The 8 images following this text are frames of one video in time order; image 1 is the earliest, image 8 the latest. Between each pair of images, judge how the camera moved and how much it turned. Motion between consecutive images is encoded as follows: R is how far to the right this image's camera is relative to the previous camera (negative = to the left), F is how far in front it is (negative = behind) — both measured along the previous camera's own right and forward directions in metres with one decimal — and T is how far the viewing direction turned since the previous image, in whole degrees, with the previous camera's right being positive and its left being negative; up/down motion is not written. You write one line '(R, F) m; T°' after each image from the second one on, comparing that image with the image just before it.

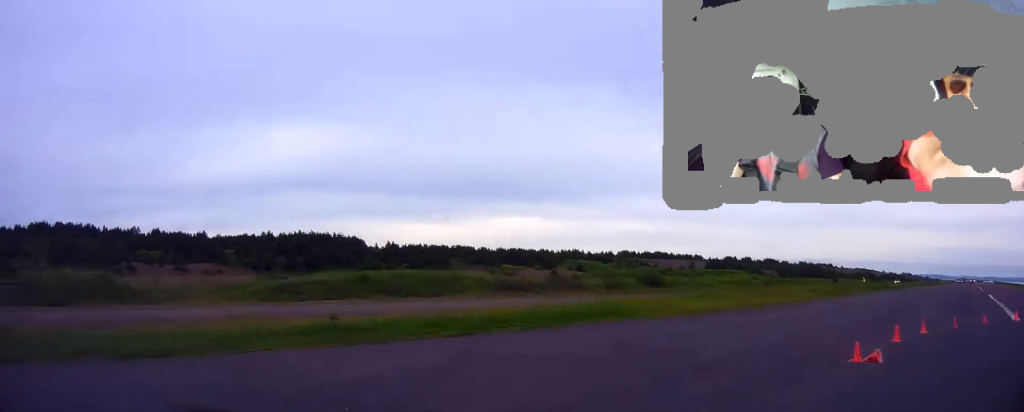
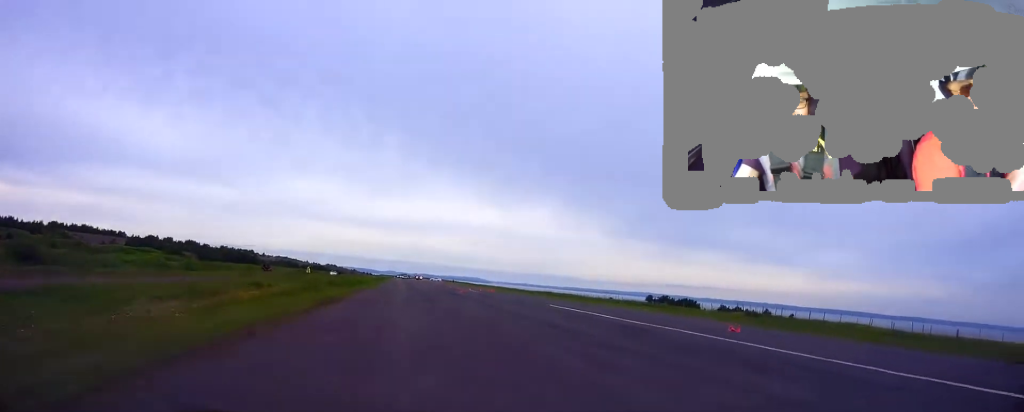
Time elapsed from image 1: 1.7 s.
(+5.4, +18.4) m; +45°
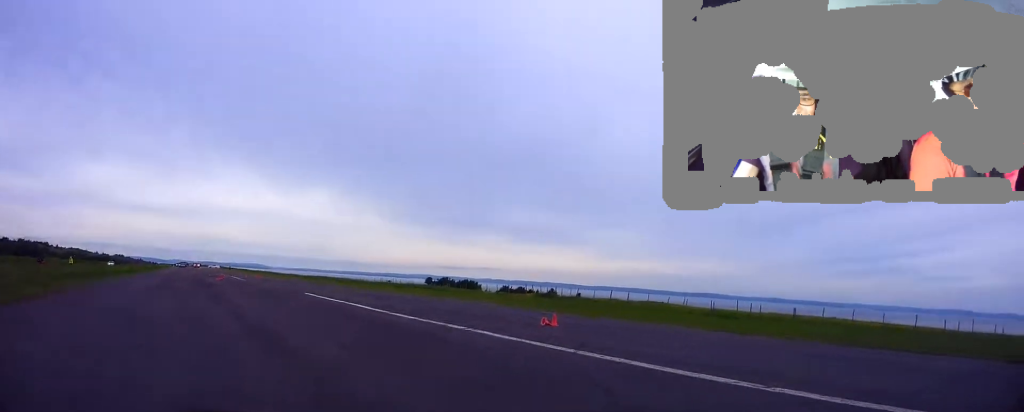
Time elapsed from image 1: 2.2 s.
(+1.0, +6.2) m; +18°
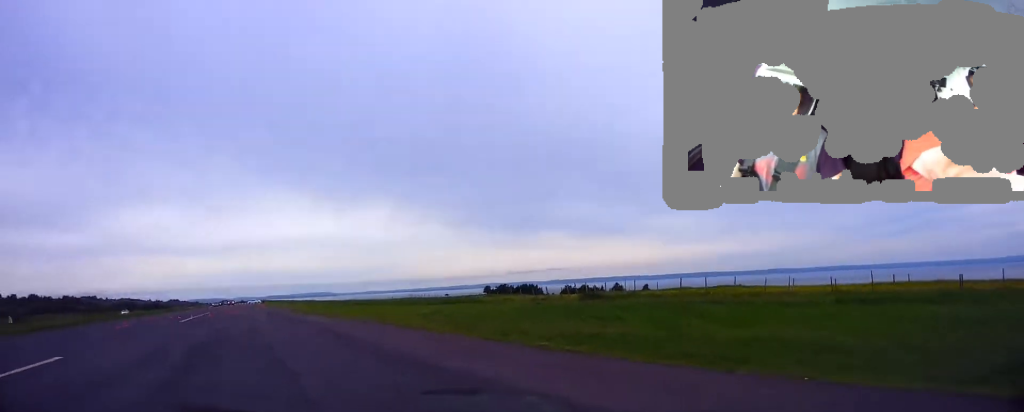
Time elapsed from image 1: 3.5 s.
(+0.7, +15.8) m; -8°
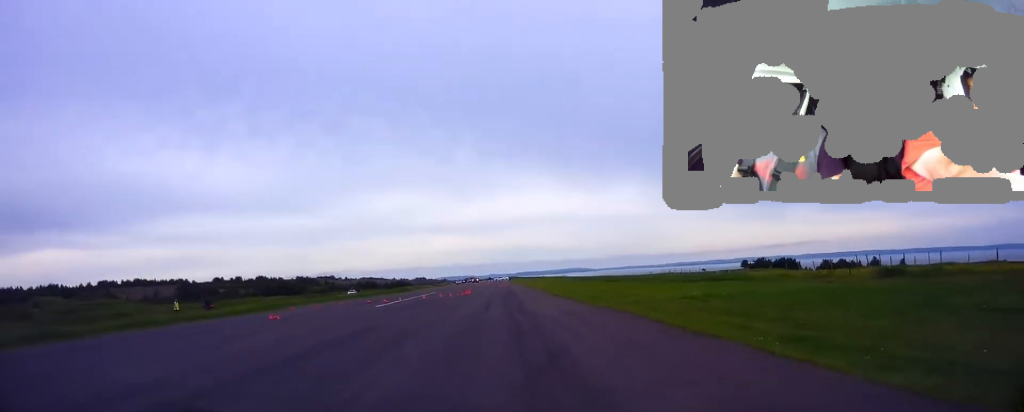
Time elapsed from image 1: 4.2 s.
(-1.3, +8.9) m; -10°
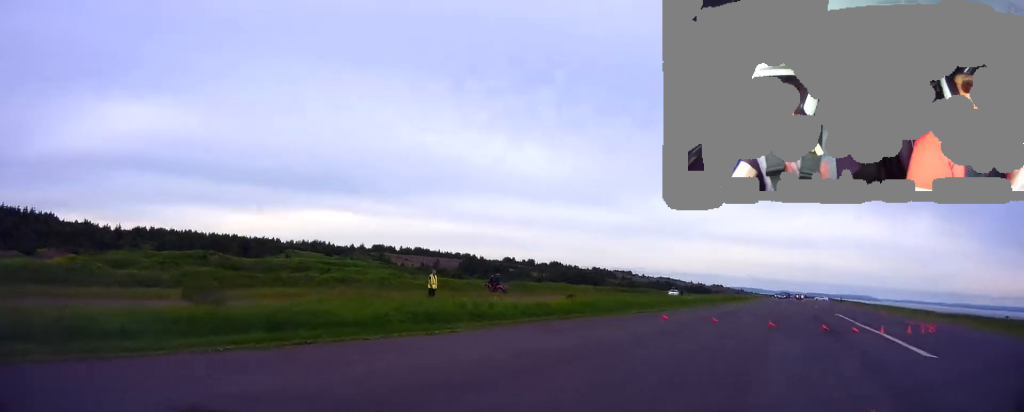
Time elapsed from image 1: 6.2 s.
(-9.6, +19.7) m; -32°
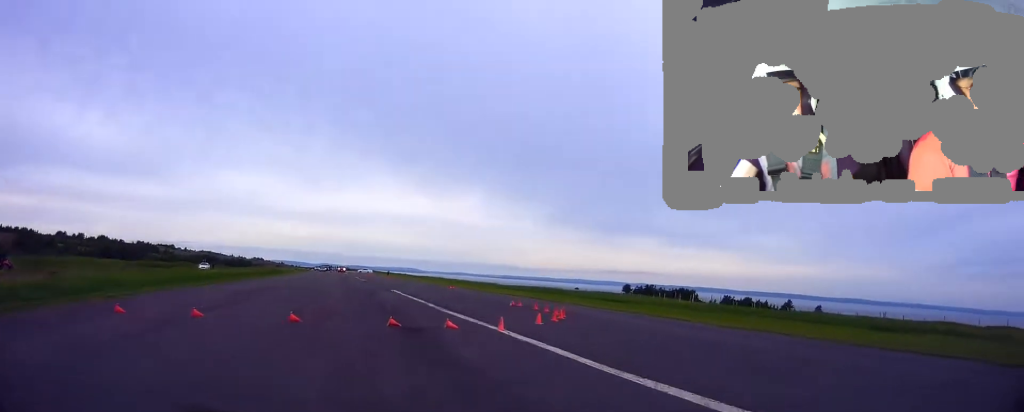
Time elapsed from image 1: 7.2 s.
(+3.4, +9.8) m; +30°
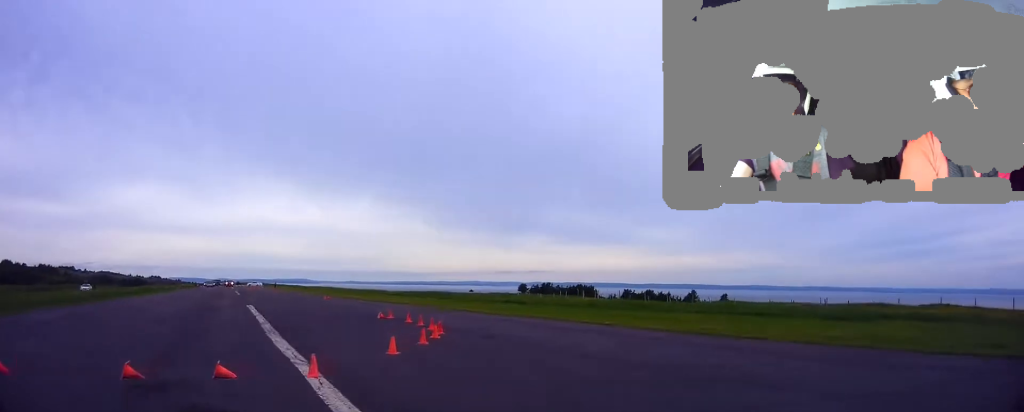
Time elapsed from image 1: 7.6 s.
(+0.9, +5.8) m; +1°
